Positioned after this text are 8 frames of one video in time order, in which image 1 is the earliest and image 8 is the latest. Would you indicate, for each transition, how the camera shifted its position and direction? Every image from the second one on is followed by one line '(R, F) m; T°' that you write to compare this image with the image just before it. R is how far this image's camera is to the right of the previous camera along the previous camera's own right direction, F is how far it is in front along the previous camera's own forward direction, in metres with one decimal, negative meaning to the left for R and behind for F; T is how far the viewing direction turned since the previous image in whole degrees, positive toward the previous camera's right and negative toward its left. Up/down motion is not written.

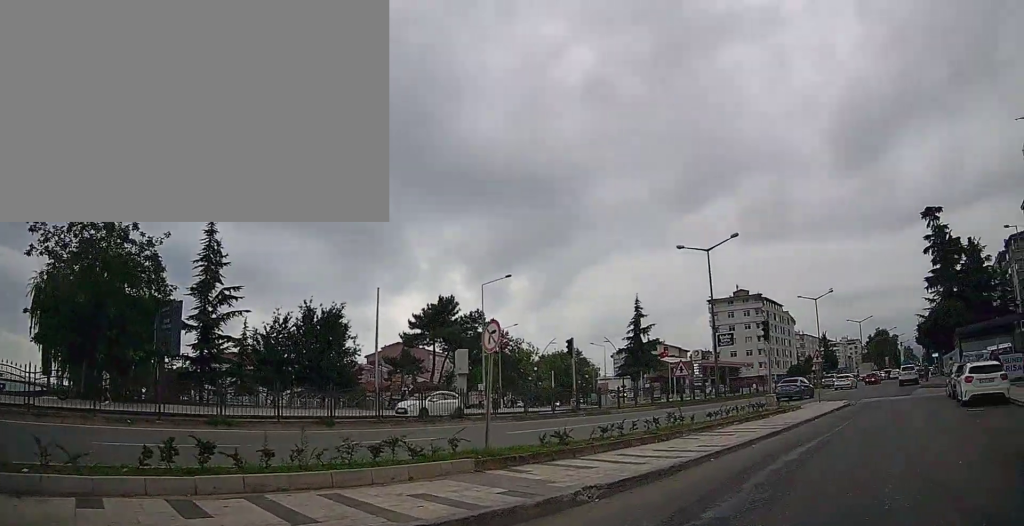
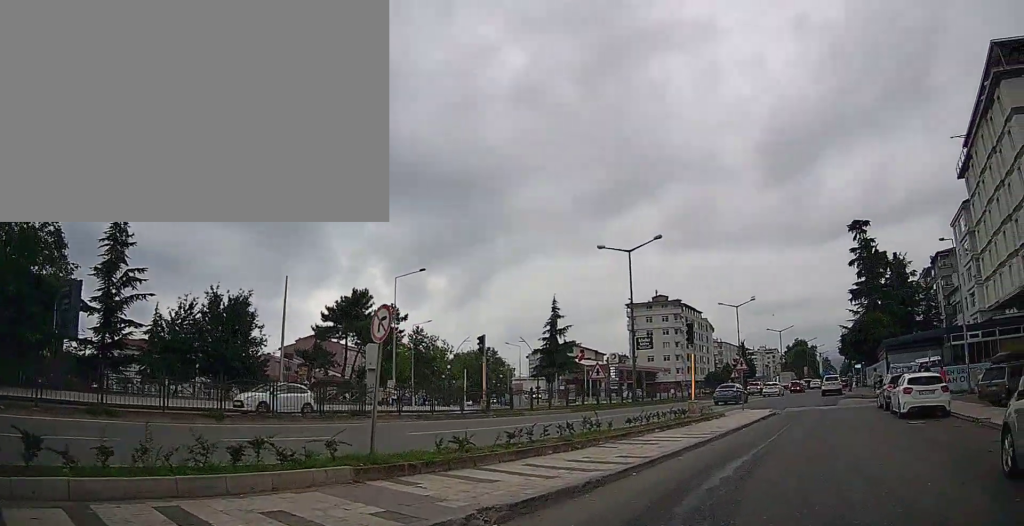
(+0.1, +1.4) m; +10°
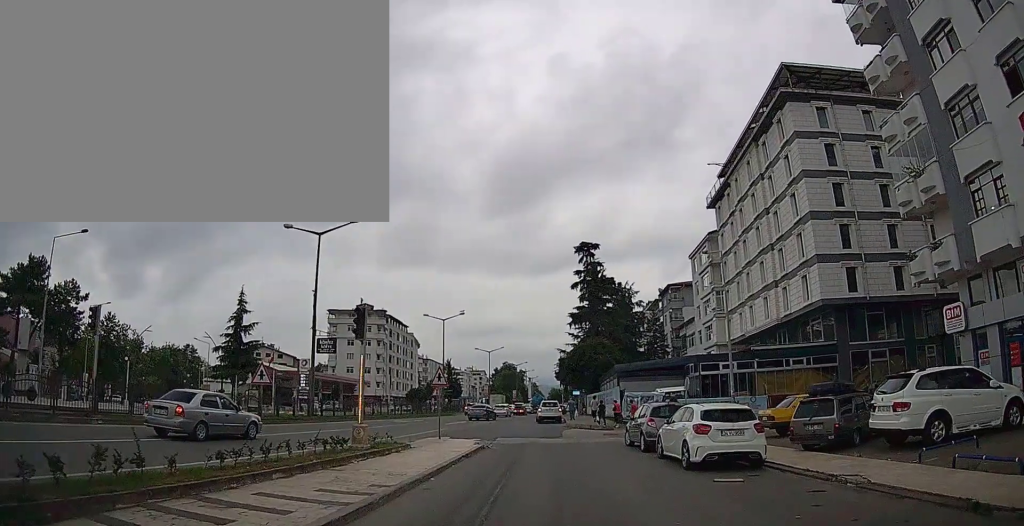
(+1.9, +6.6) m; +26°
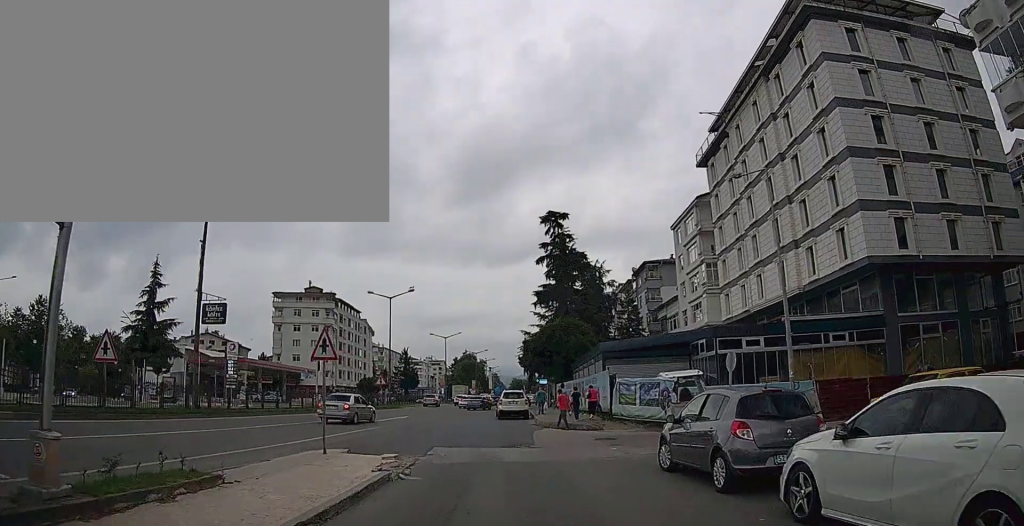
(+0.1, +9.1) m; -2°
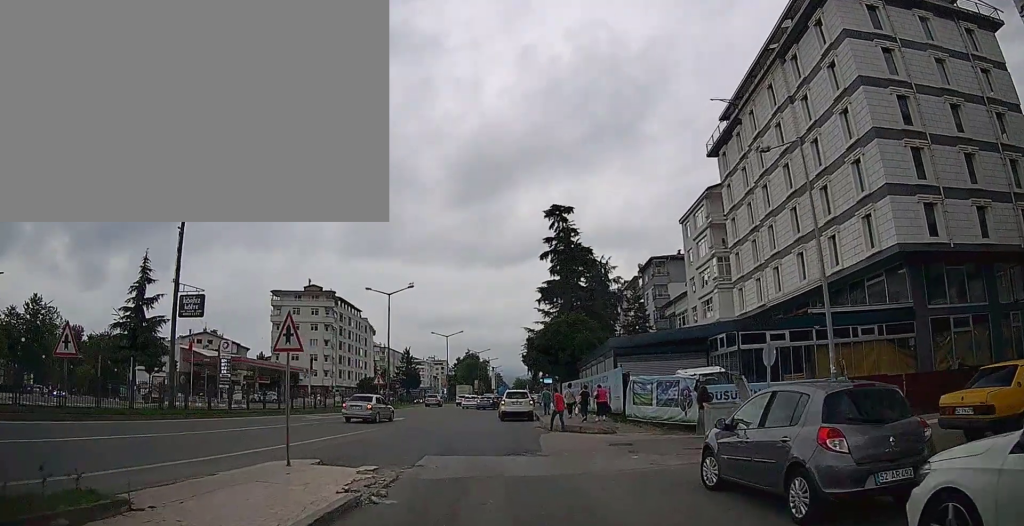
(-0.2, +2.3) m; -1°
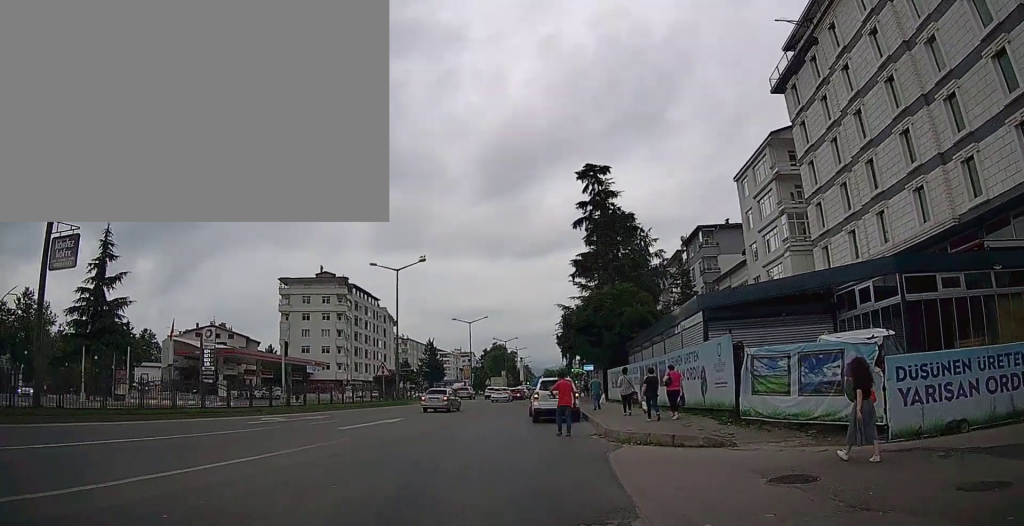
(-0.1, +9.6) m; -4°
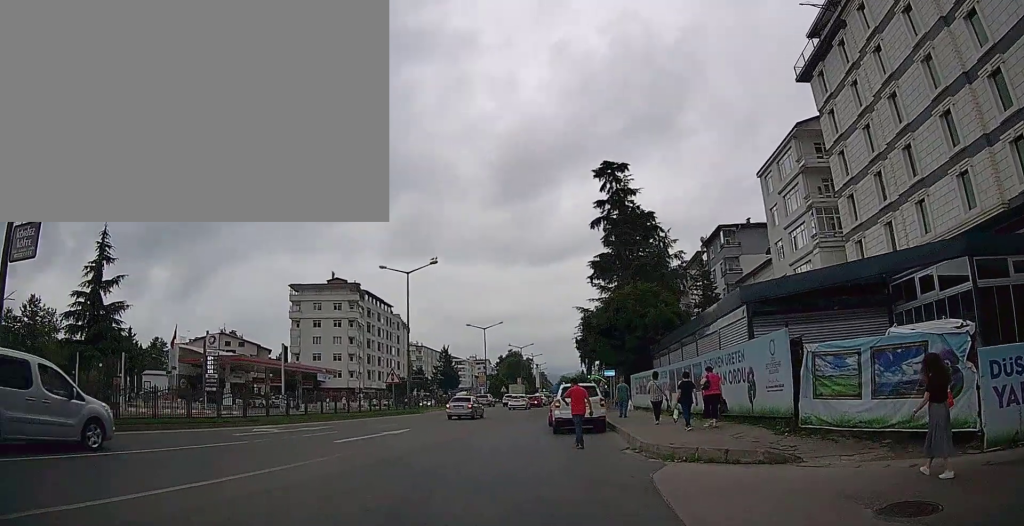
(-0.1, +2.6) m; -2°
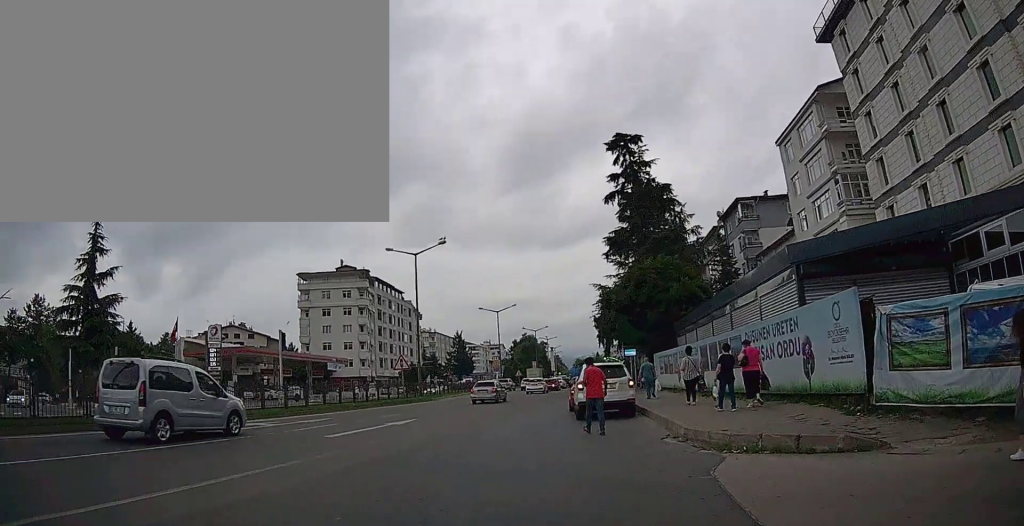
(+0.1, +2.2) m; -2°
